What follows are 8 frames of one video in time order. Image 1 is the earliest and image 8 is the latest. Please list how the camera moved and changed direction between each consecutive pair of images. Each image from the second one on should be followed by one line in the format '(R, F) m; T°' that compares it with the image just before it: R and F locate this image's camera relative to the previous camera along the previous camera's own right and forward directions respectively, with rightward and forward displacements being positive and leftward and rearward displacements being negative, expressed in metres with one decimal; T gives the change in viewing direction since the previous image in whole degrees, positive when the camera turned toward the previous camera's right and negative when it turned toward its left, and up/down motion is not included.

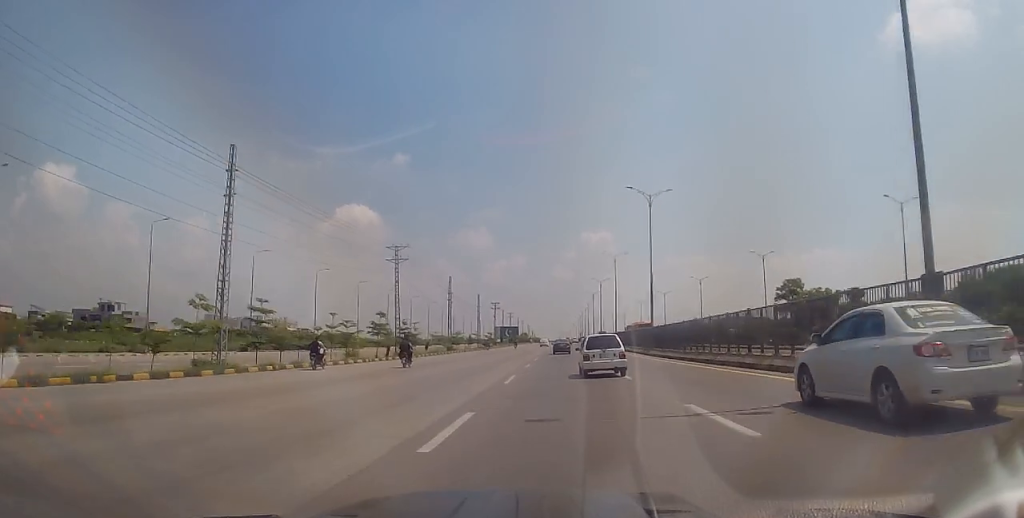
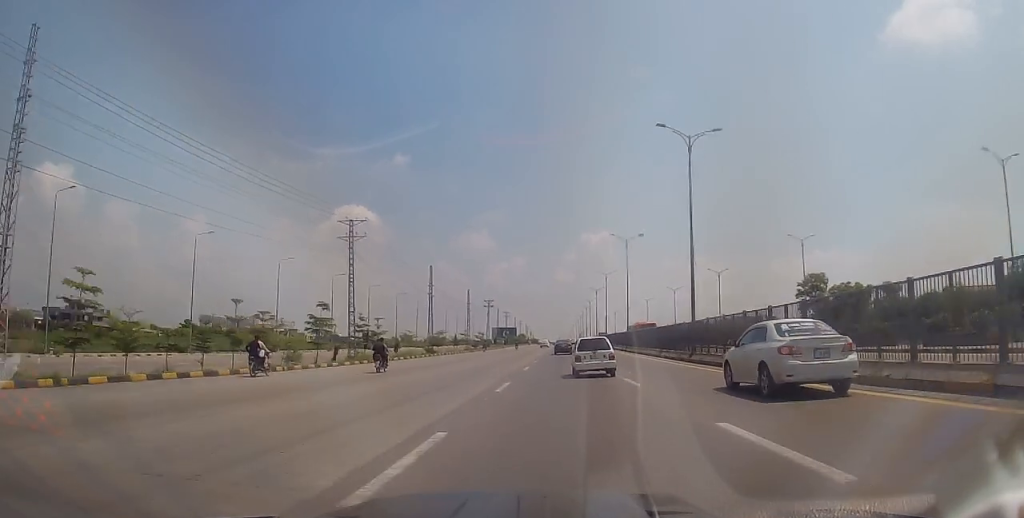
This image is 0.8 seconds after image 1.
(-0.2, +14.3) m; -1°
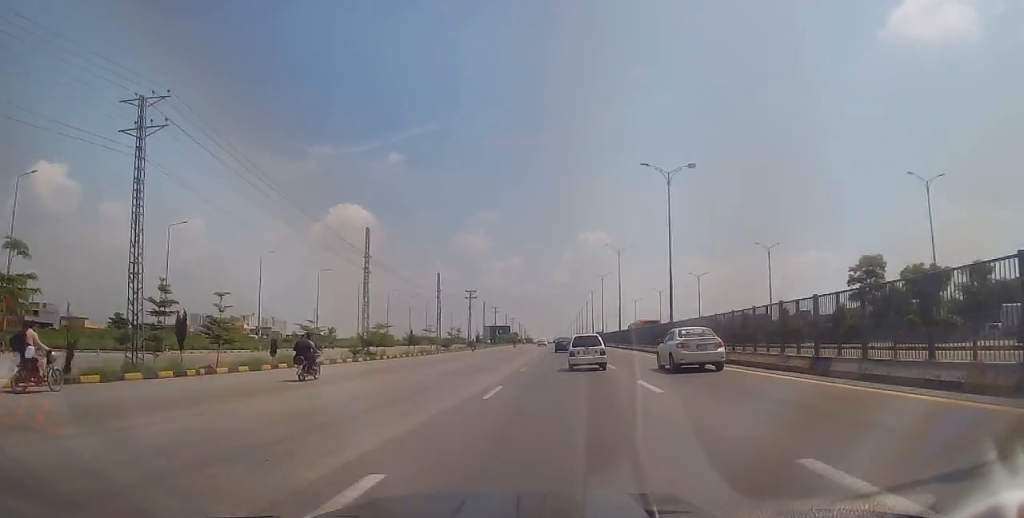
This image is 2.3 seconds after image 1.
(-0.1, +26.6) m; +2°
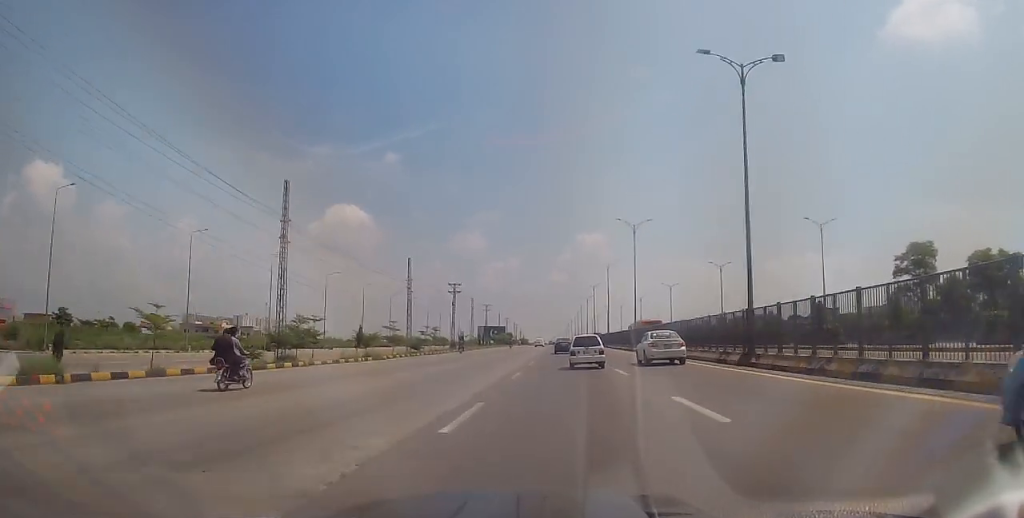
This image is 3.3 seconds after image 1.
(+0.6, +17.1) m; 0°
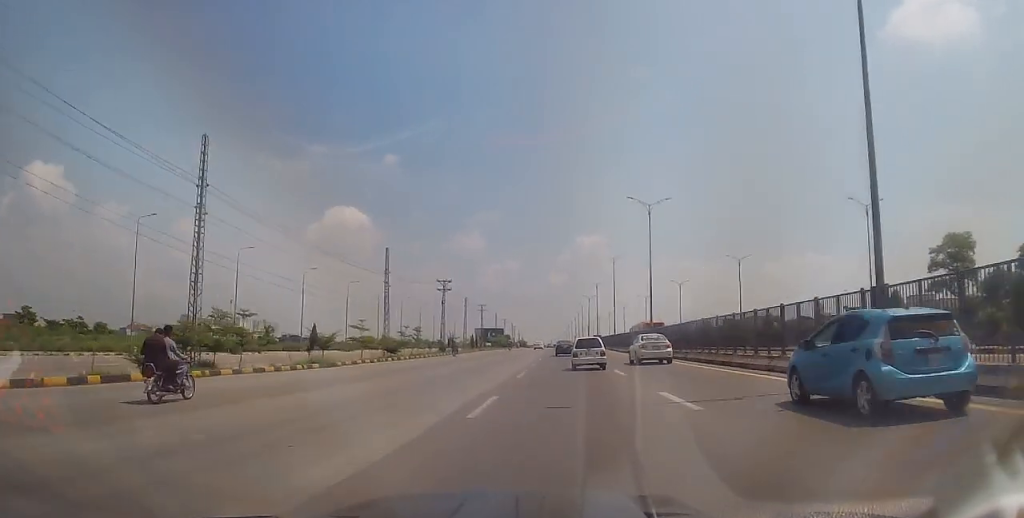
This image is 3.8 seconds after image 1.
(-0.4, +10.0) m; 0°
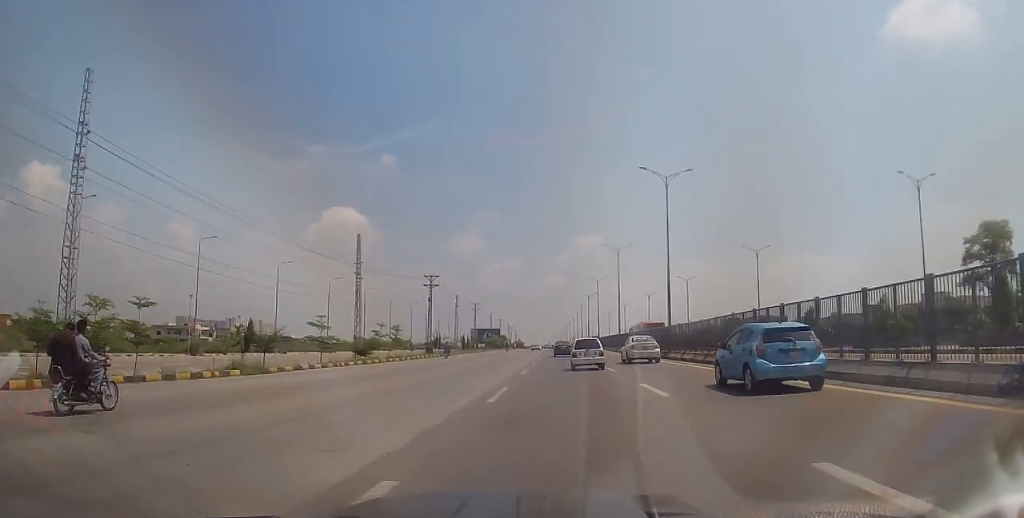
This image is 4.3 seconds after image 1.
(-0.2, +8.9) m; 0°
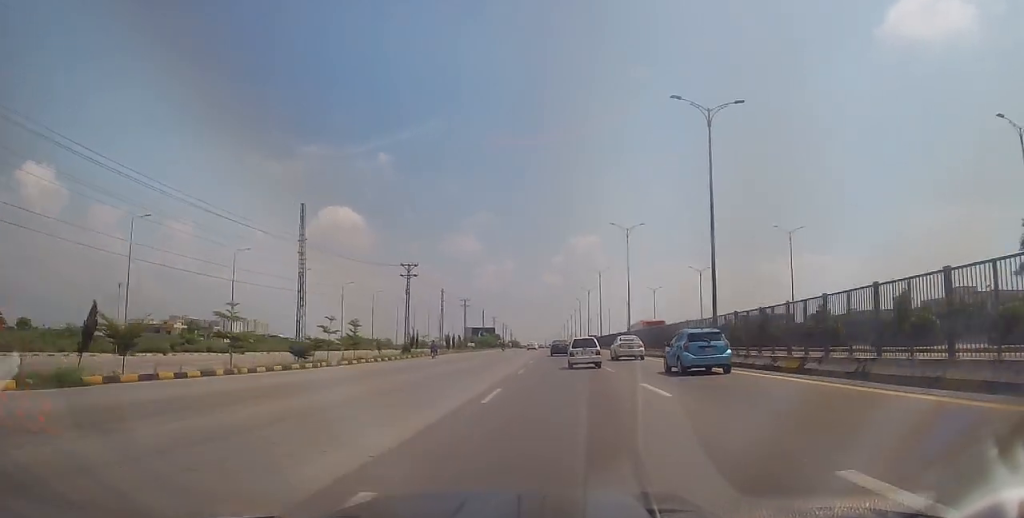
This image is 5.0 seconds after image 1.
(+0.3, +12.5) m; +1°
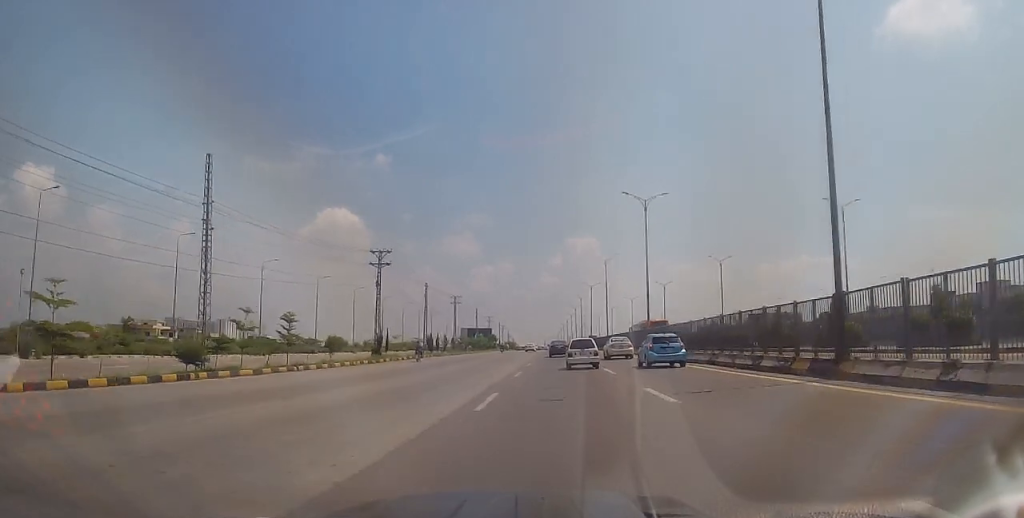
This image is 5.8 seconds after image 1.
(-0.1, +13.2) m; +1°
